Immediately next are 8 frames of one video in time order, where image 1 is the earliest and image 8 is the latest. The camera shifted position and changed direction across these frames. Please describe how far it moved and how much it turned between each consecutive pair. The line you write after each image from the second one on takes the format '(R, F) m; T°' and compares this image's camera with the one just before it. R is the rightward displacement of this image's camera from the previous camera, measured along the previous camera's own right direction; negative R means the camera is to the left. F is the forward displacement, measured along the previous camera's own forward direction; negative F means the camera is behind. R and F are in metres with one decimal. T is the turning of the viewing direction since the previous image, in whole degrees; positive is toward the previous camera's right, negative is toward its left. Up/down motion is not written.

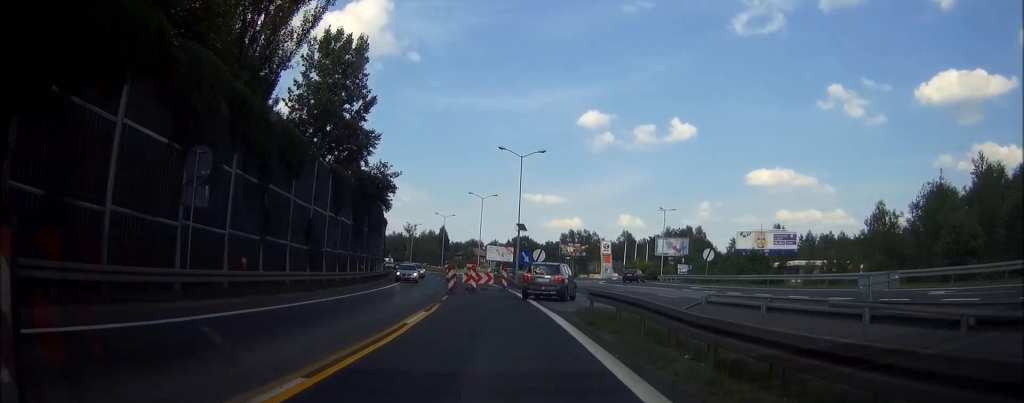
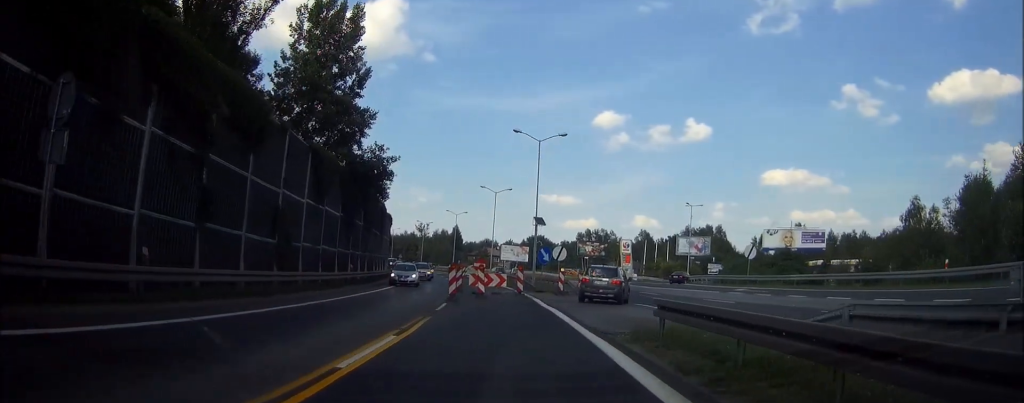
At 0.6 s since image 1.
(-0.2, +7.0) m; +1°
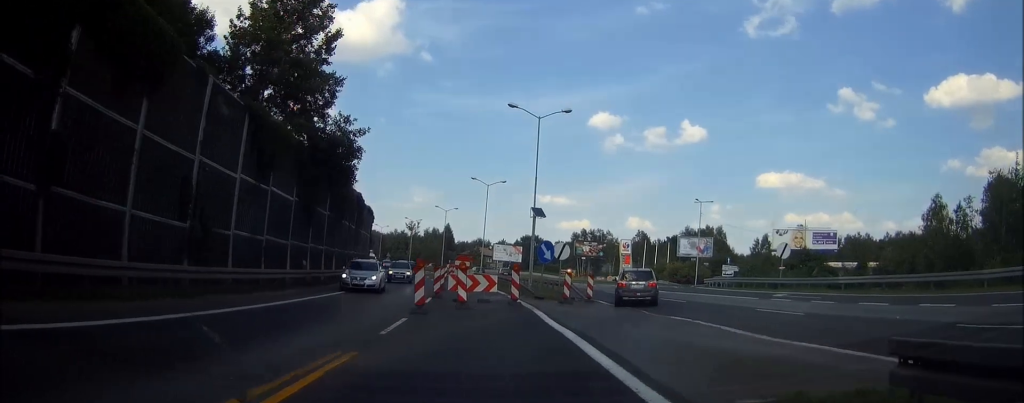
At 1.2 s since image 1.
(+0.2, +7.6) m; +3°
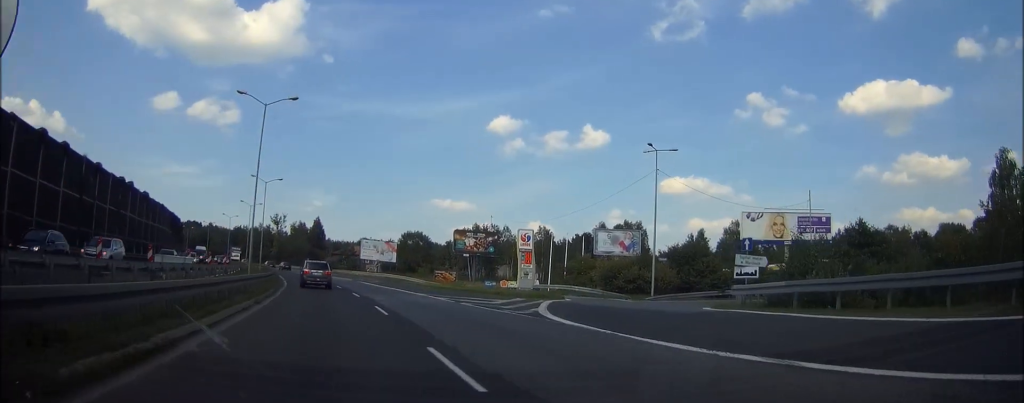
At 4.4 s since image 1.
(+3.4, +37.4) m; +1°
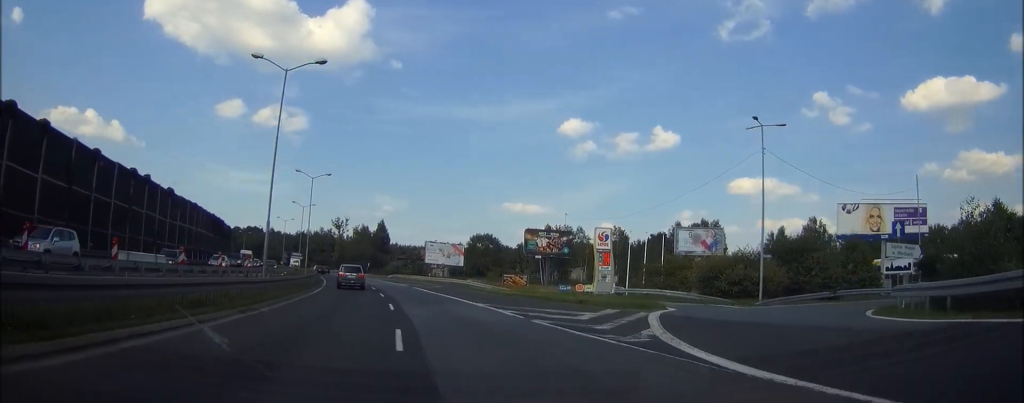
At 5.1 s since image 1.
(-0.4, +8.7) m; -5°
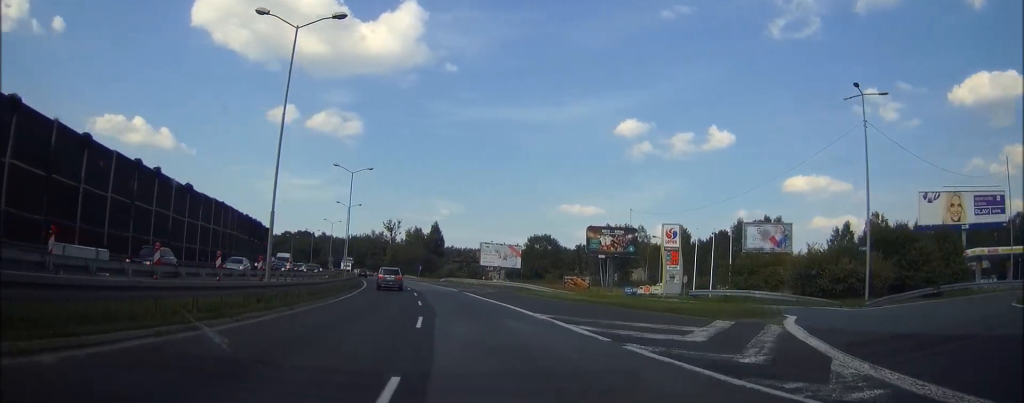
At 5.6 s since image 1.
(-0.3, +6.9) m; -4°
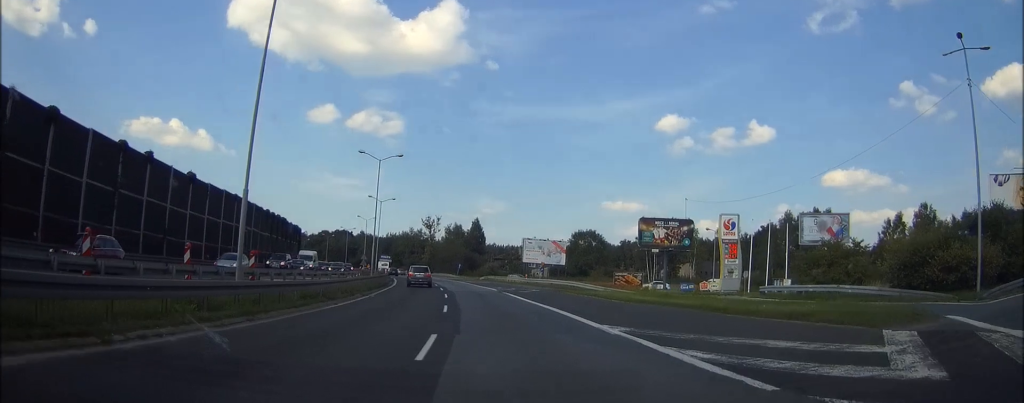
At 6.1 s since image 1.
(-0.2, +6.9) m; -2°
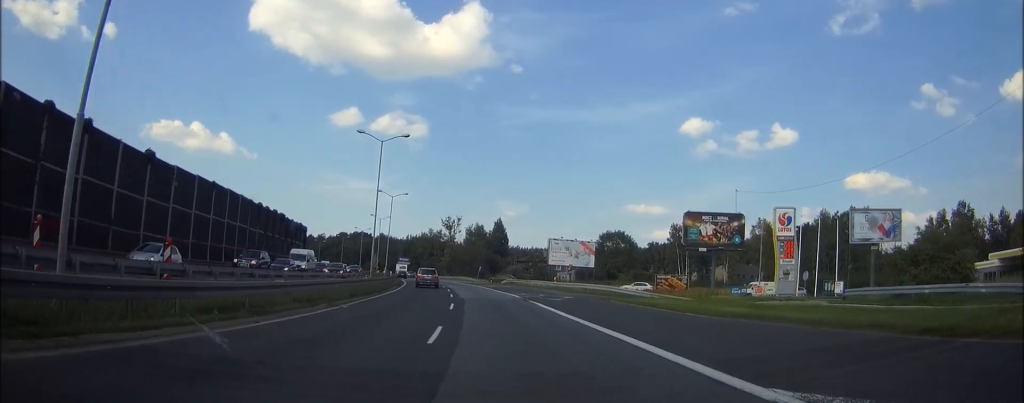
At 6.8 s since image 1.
(-0.2, +9.5) m; -2°
